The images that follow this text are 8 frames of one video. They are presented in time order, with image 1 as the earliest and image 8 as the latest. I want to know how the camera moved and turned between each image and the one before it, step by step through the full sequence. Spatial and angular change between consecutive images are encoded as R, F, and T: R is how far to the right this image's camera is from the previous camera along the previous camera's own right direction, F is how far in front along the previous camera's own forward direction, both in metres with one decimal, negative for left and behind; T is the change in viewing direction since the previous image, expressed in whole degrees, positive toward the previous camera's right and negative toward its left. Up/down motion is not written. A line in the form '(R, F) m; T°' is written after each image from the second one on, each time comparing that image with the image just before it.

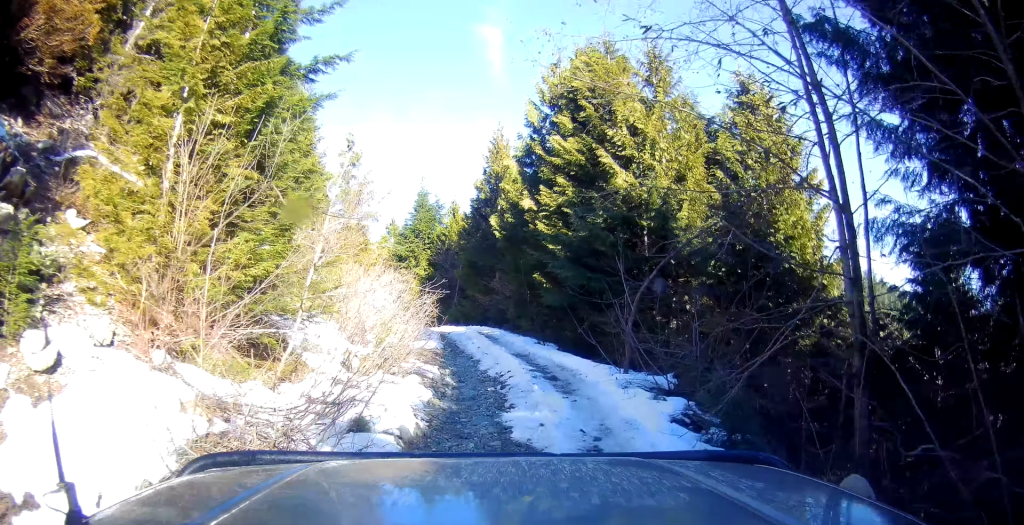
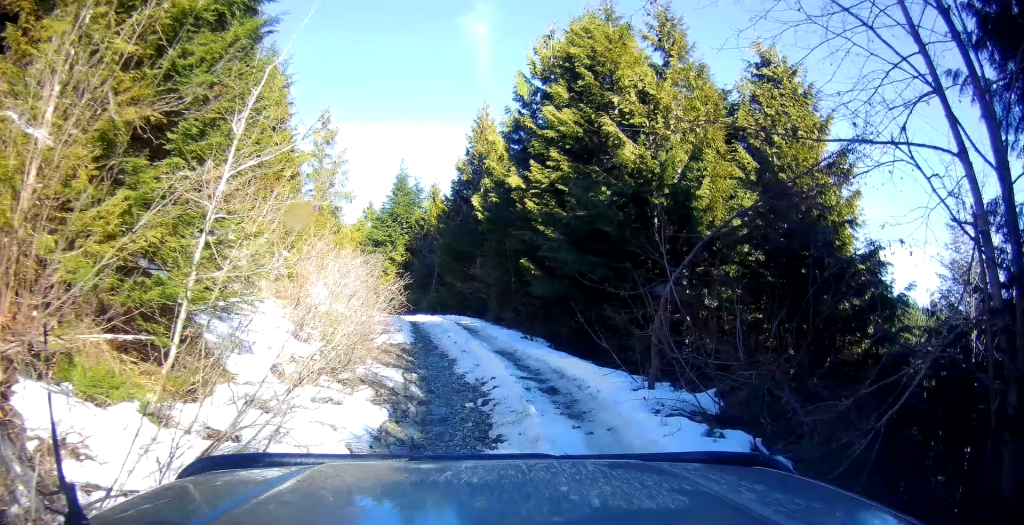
(-0.1, +2.1) m; -1°
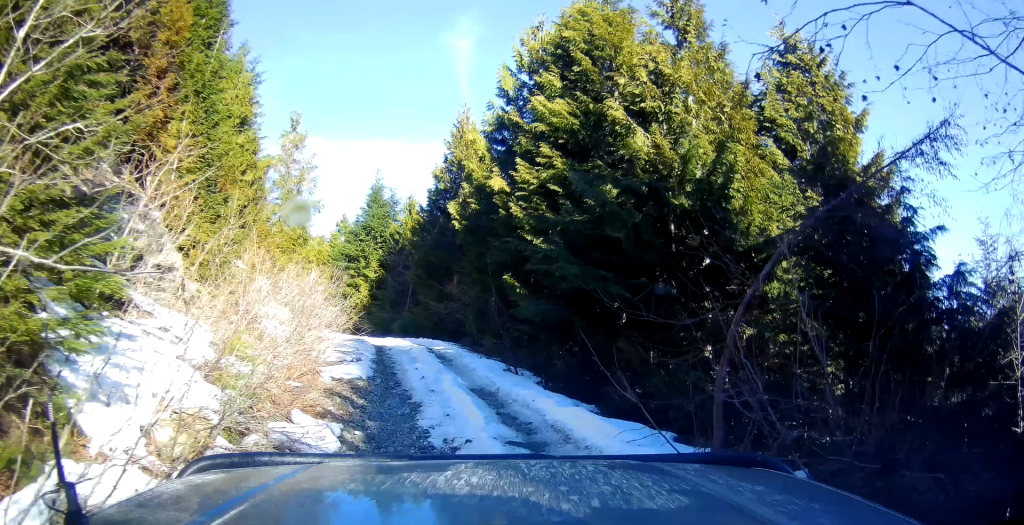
(+0.1, +2.3) m; -6°
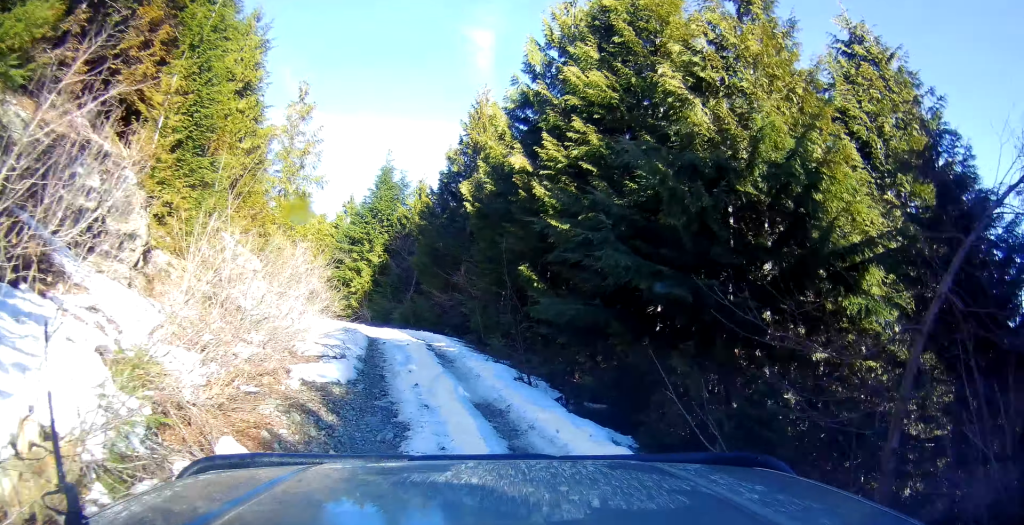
(0.0, +1.9) m; -7°
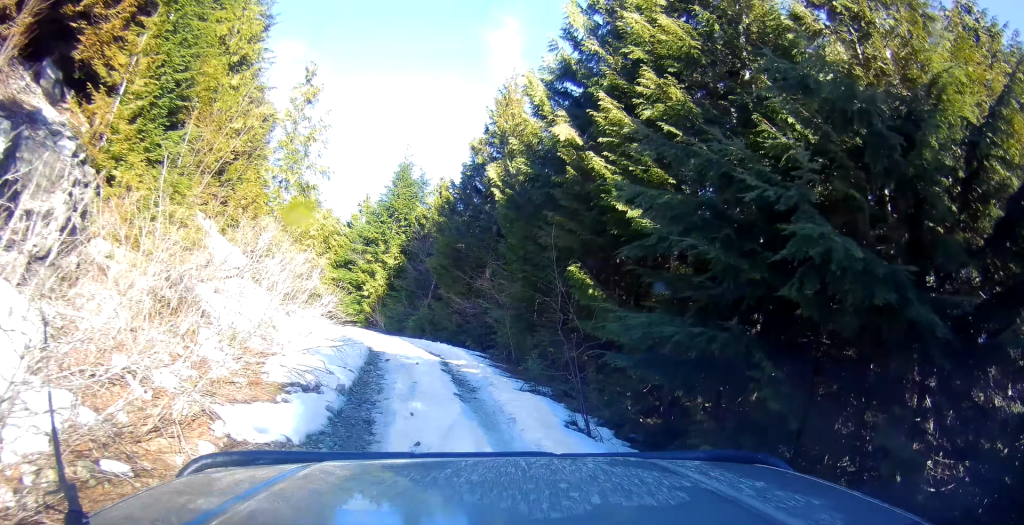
(-0.5, +3.5) m; -11°
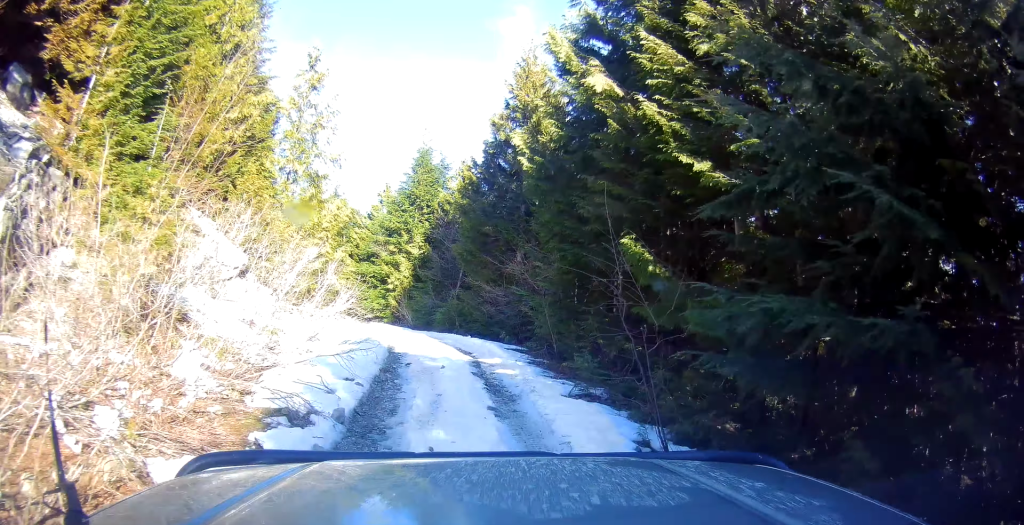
(-0.3, +2.1) m; +2°
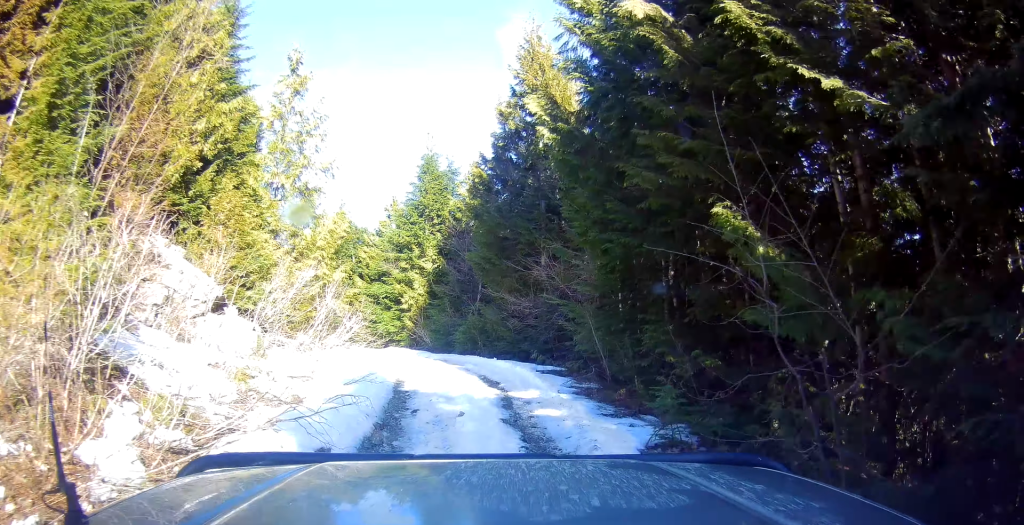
(+0.2, +3.0) m; +4°
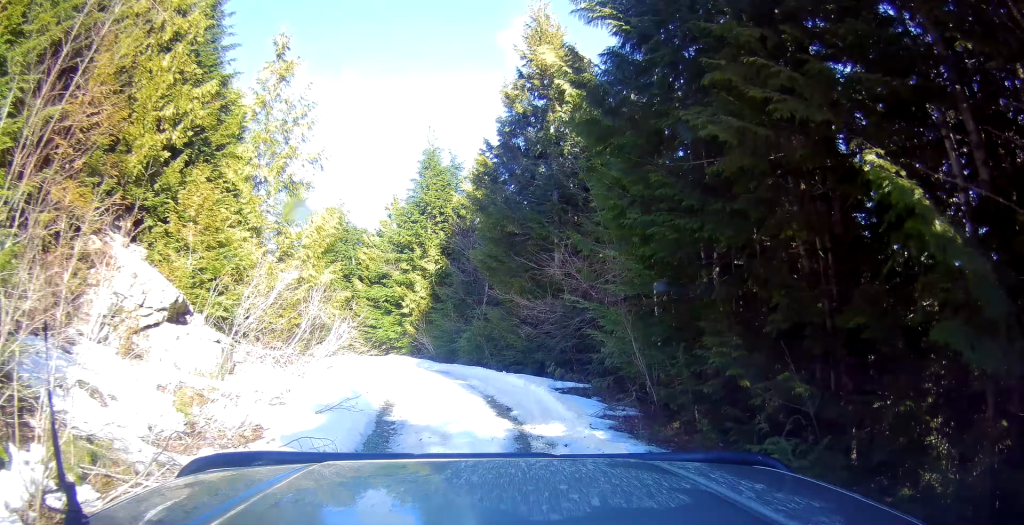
(+0.3, +2.3) m; +3°
